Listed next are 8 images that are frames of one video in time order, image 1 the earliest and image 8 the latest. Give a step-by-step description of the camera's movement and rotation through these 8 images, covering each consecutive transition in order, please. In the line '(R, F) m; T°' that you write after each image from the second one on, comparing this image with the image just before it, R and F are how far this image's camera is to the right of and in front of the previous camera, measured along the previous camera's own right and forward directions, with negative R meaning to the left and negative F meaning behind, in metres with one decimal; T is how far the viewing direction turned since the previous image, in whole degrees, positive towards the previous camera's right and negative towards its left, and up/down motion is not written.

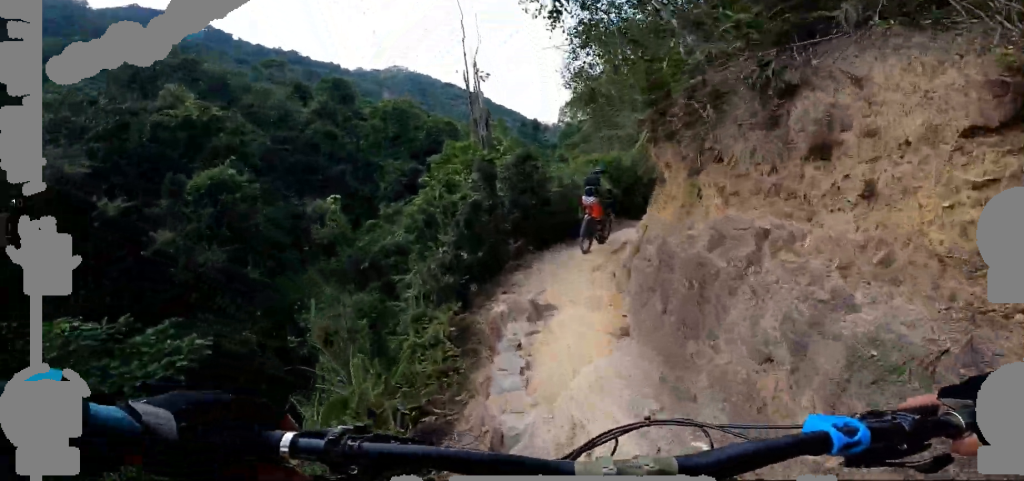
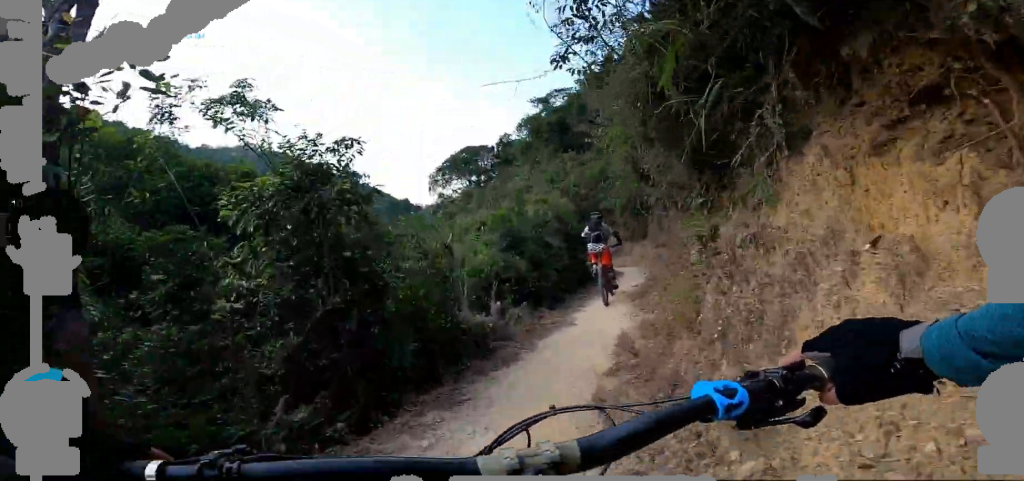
(-2.6, +5.4) m; -32°
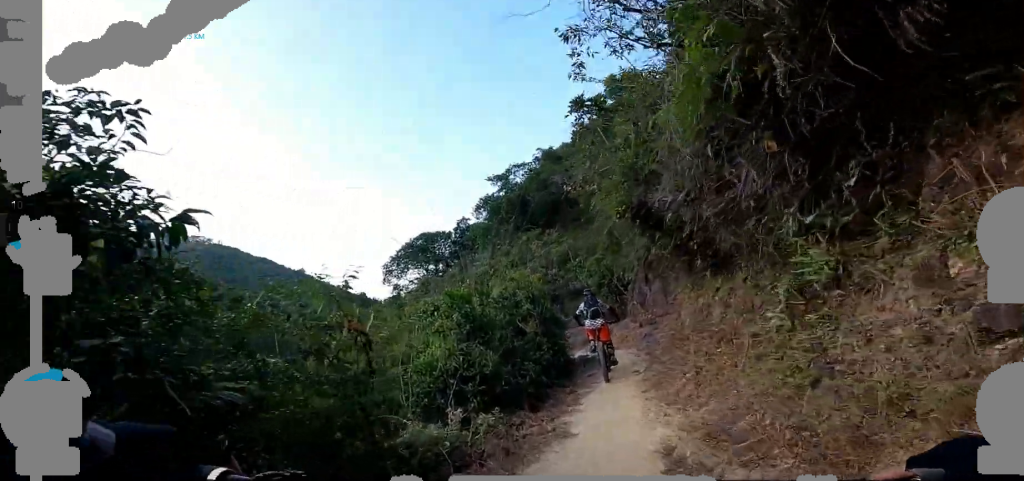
(+0.1, +2.3) m; +3°
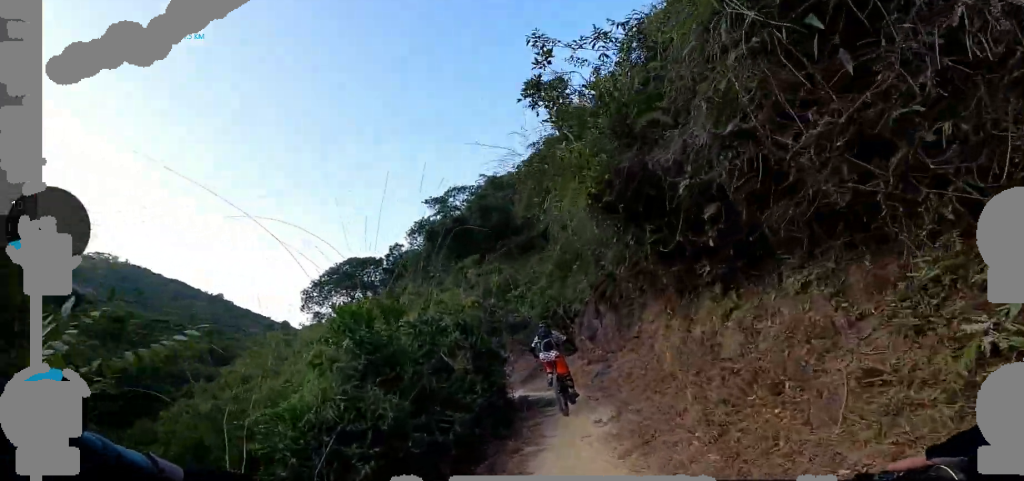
(+0.2, +2.1) m; +4°
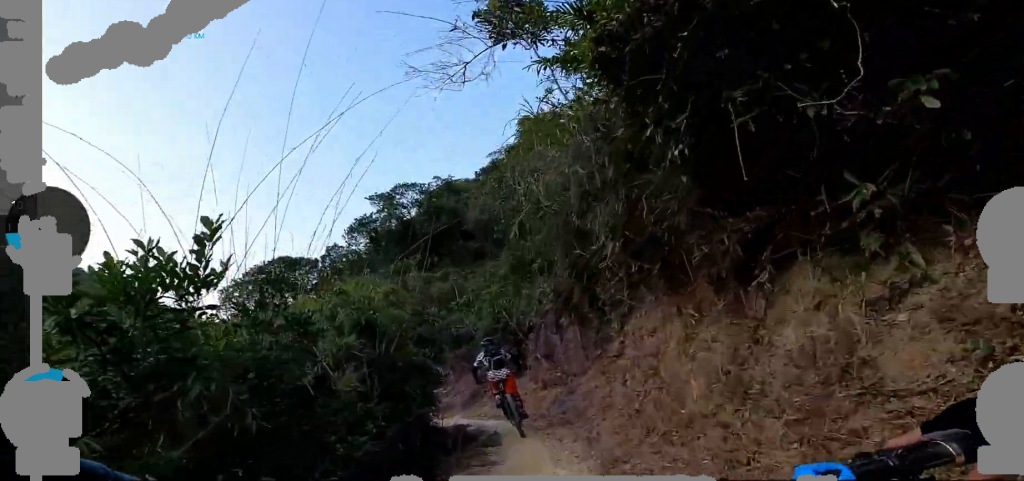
(+0.1, +2.5) m; +9°
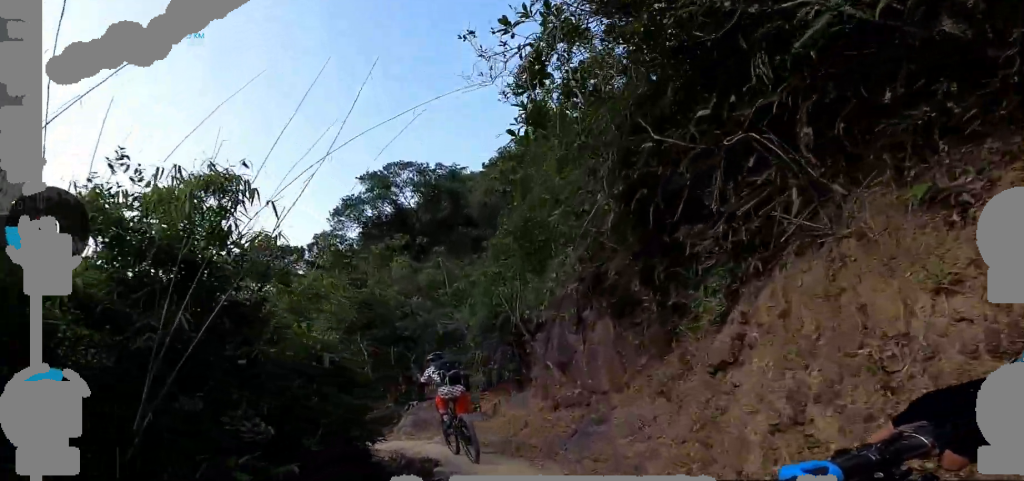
(+0.1, +3.3) m; +13°
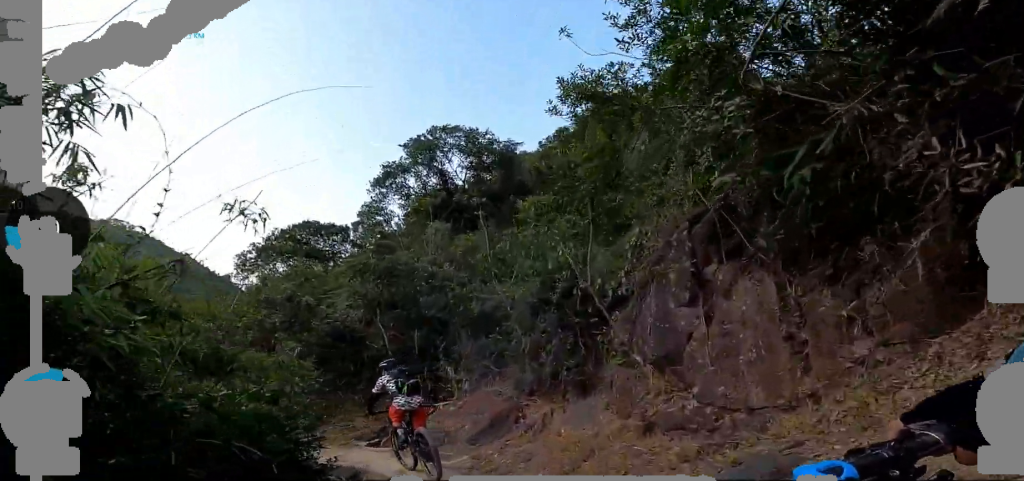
(+0.9, +3.3) m; +7°
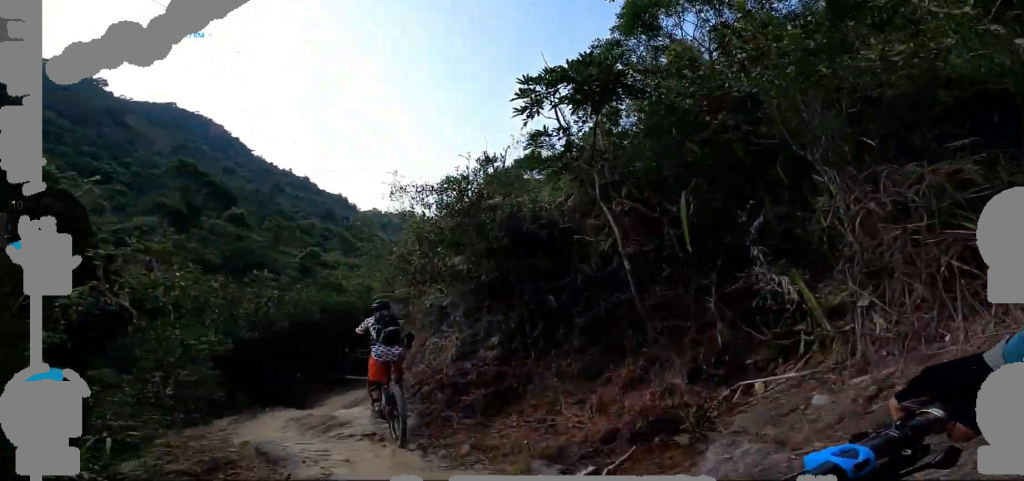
(-2.2, +5.5) m; -25°
